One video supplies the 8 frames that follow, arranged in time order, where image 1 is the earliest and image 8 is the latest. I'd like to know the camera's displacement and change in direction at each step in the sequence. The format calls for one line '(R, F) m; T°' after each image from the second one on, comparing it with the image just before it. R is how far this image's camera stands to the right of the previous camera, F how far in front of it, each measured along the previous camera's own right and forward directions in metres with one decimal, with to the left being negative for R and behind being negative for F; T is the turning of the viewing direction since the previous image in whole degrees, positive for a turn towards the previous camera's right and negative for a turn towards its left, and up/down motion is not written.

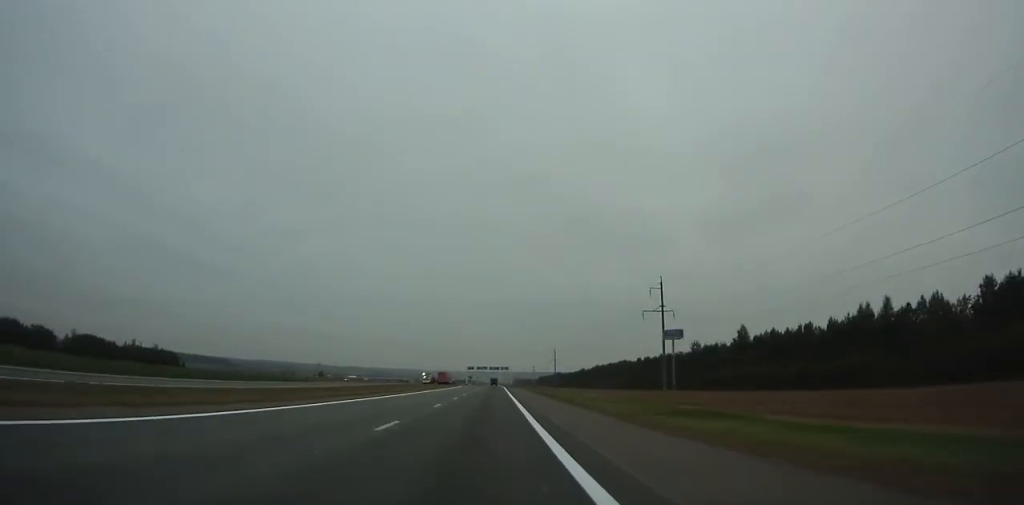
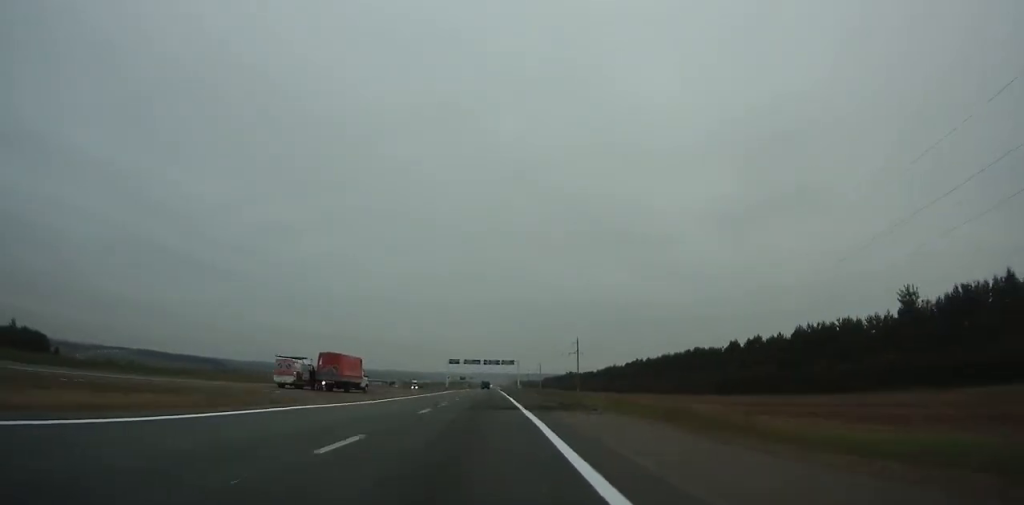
(+0.1, +88.9) m; 0°
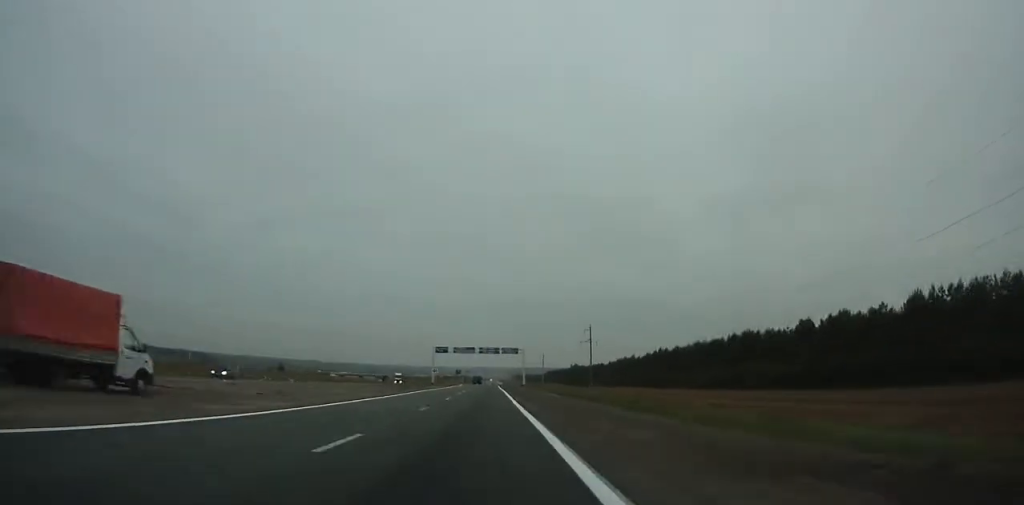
(0.0, +32.7) m; 0°
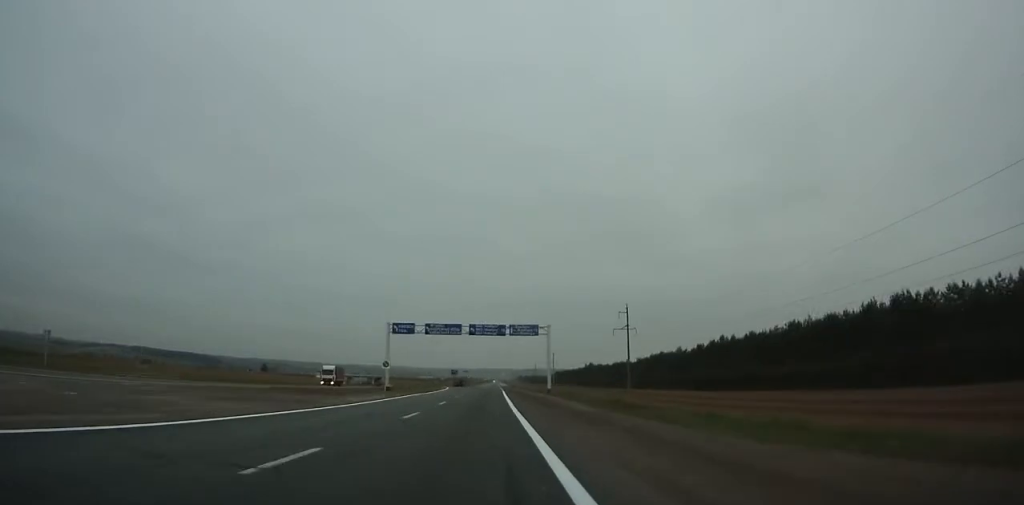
(+0.2, +51.9) m; 0°
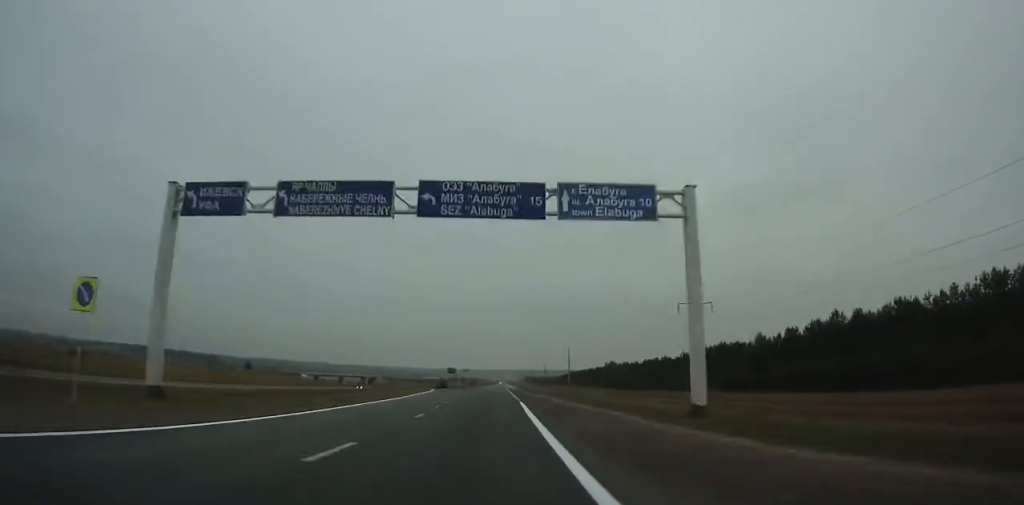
(-0.3, +47.8) m; 0°
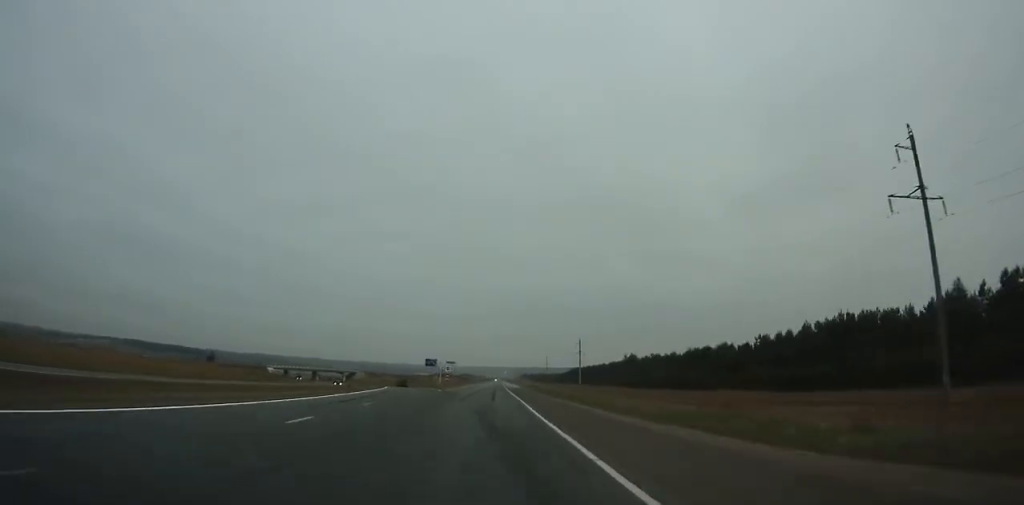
(-0.1, +55.2) m; 0°
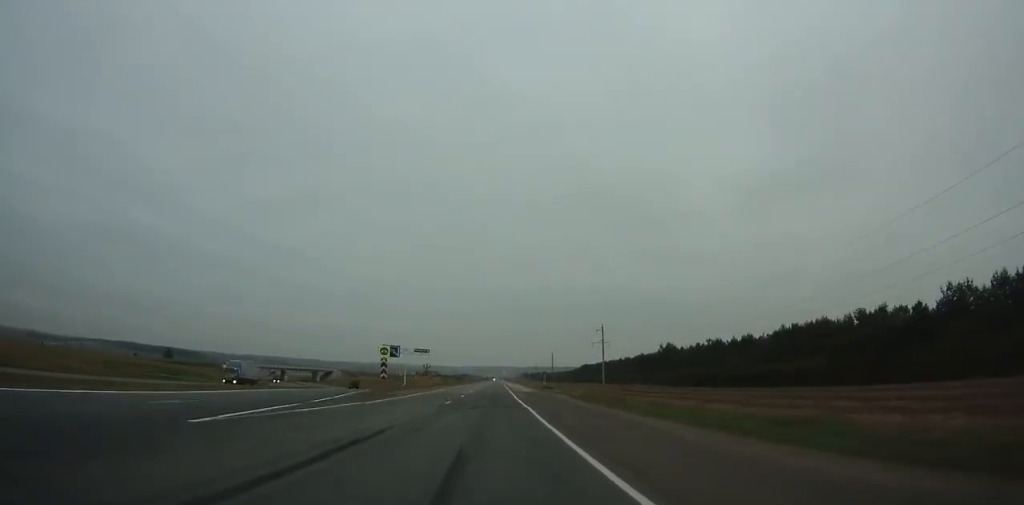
(+0.1, +56.5) m; 0°
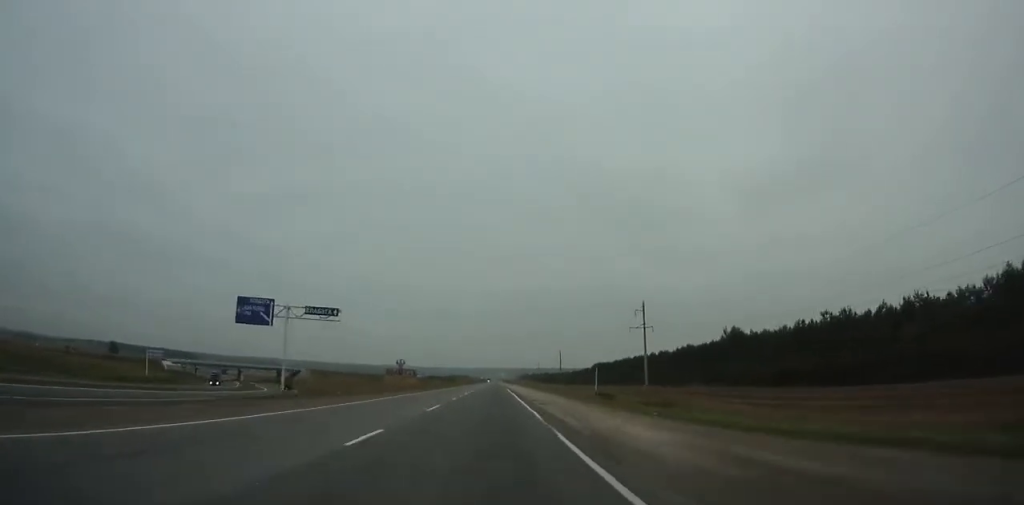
(0.0, +55.3) m; 0°
